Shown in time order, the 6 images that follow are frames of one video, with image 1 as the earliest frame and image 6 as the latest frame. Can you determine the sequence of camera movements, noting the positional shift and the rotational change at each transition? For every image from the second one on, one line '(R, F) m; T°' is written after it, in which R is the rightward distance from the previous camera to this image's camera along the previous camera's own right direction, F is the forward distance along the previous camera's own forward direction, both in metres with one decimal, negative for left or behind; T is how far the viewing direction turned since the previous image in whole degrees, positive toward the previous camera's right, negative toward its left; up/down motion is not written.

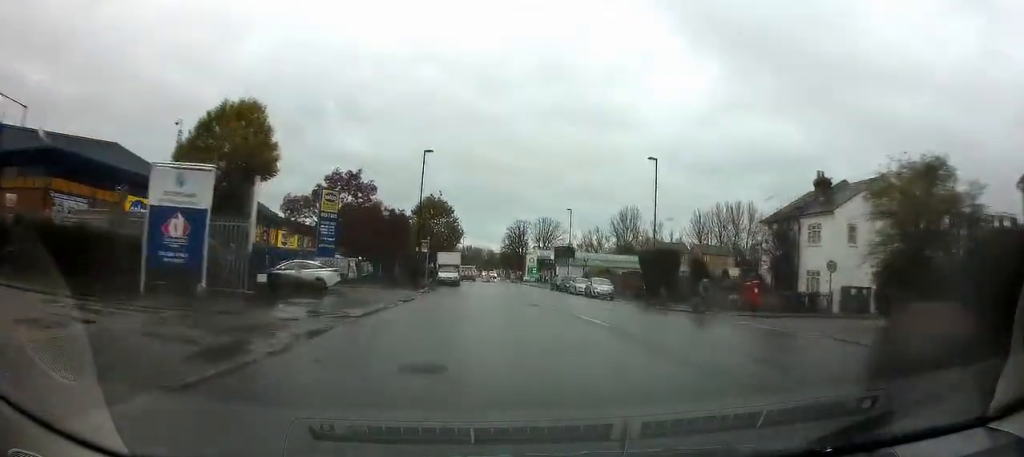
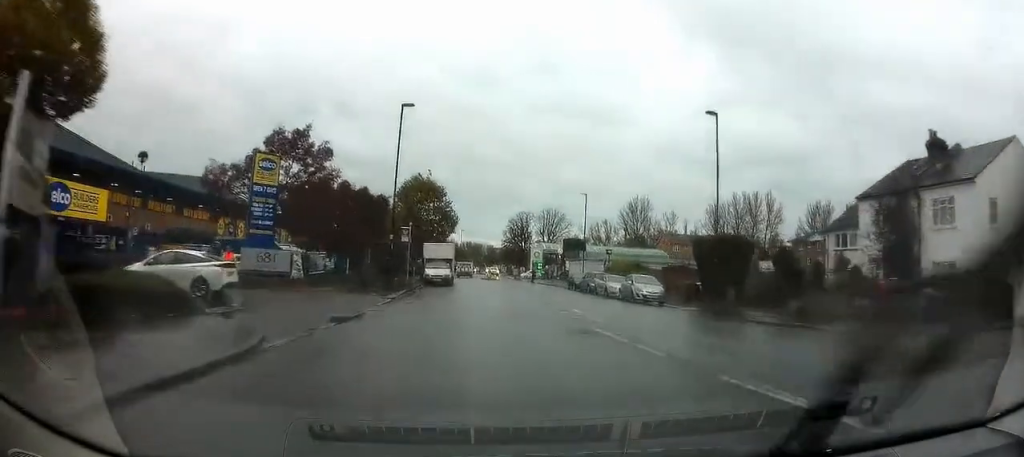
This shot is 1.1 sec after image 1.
(+0.1, +11.0) m; +1°
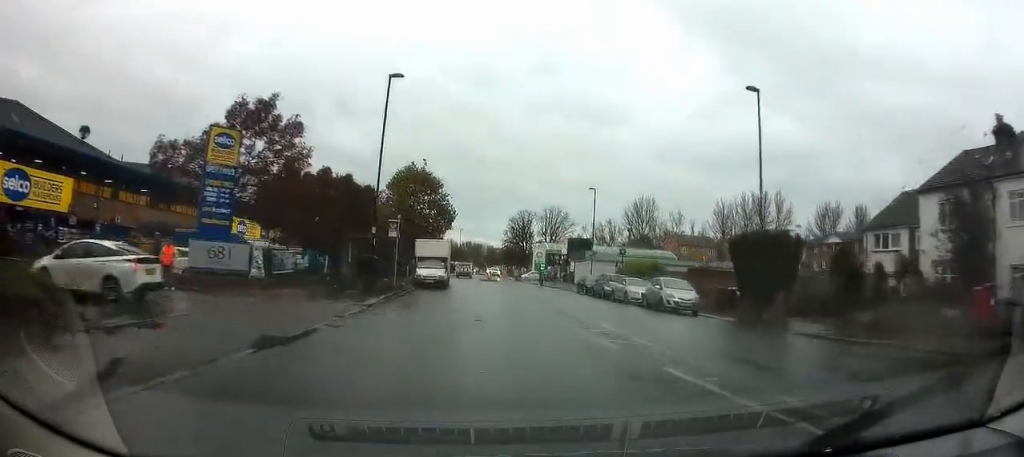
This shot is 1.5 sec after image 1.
(+0.1, +4.9) m; 0°
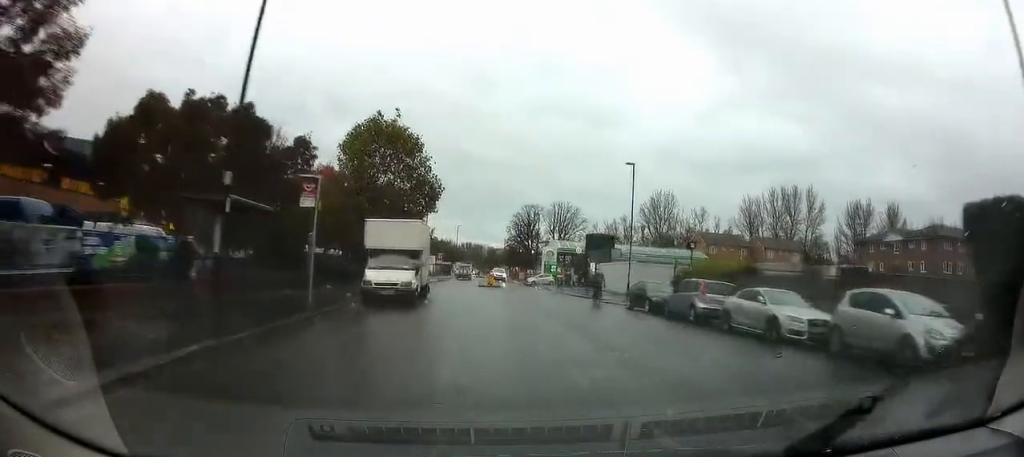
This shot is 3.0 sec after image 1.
(-0.3, +15.5) m; -2°
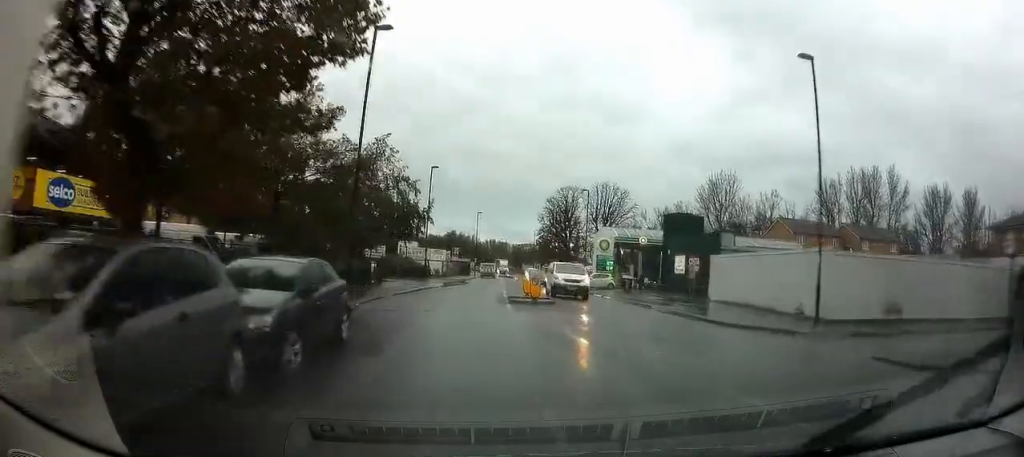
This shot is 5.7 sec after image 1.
(-0.2, +24.2) m; -1°
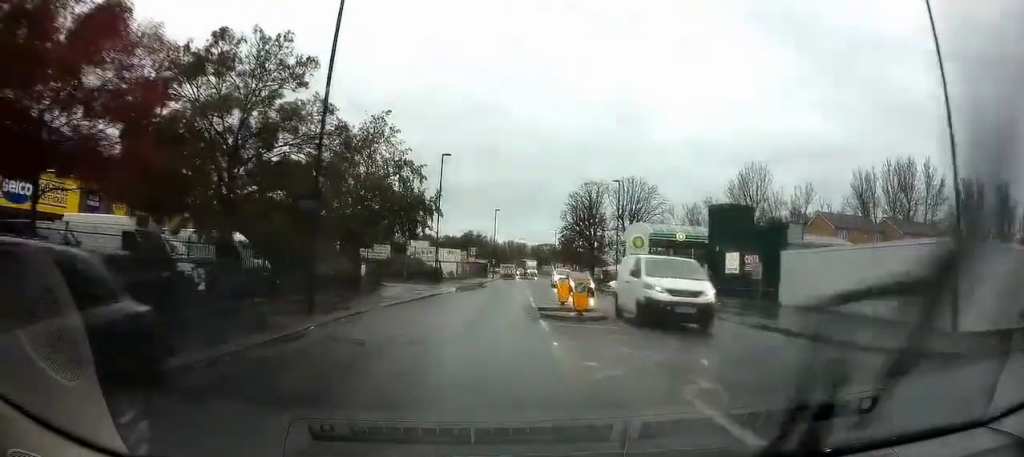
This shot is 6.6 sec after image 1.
(+0.1, +6.9) m; -1°
